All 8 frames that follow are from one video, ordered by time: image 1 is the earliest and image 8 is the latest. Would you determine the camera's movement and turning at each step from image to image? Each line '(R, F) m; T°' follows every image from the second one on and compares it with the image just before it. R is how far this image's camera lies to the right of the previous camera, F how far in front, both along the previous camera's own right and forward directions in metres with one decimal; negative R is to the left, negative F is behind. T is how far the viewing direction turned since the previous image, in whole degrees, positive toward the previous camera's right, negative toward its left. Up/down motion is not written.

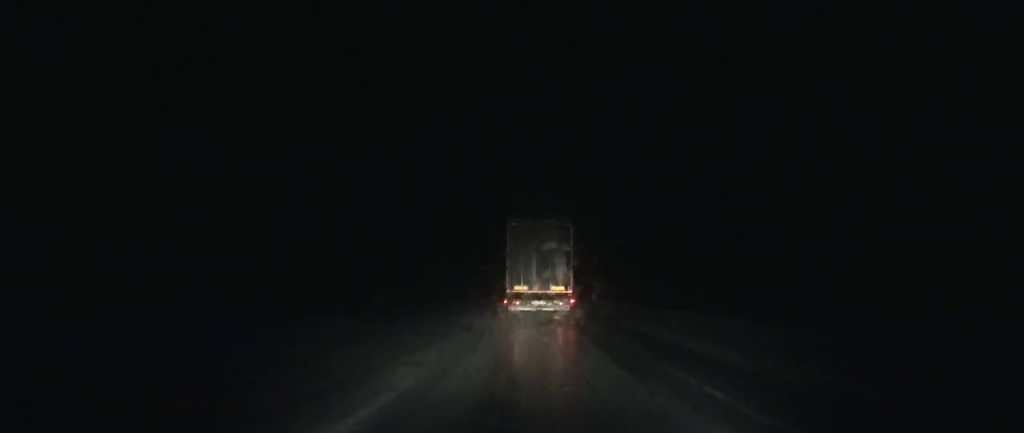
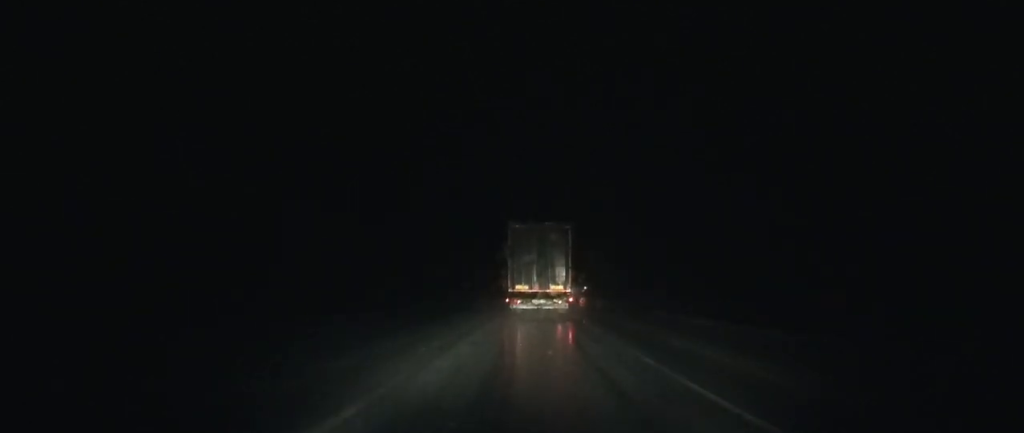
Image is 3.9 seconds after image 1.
(+1.9, +71.8) m; +2°
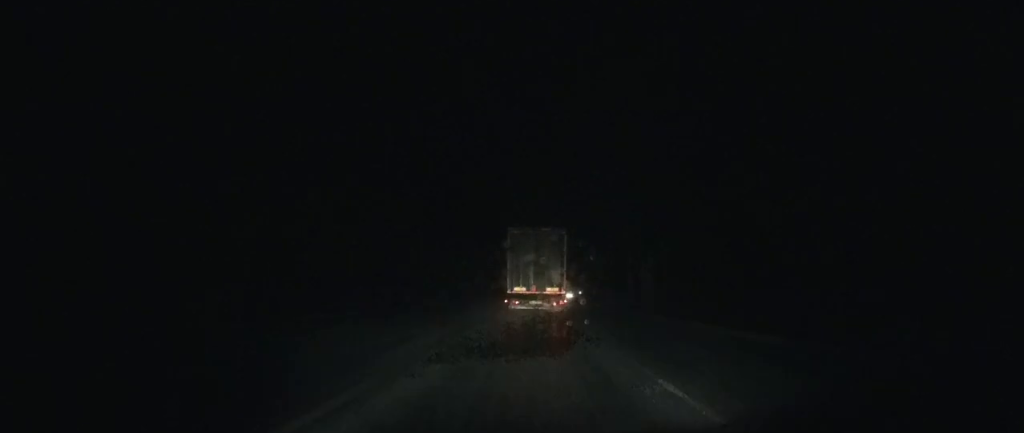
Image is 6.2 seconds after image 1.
(+0.2, +42.0) m; +1°
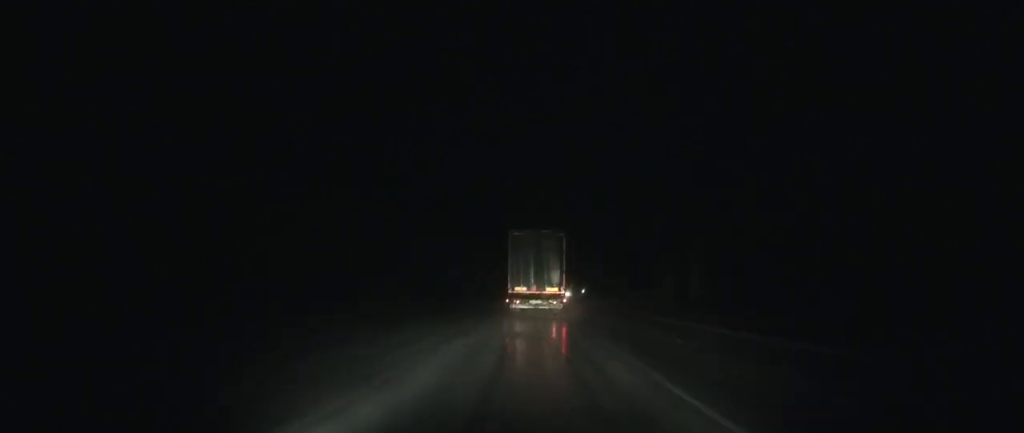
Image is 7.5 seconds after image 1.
(+0.3, +23.0) m; +1°
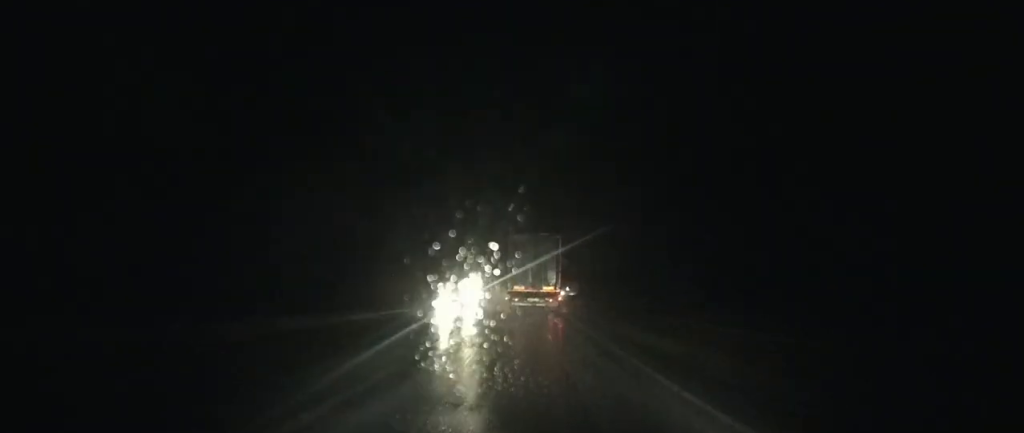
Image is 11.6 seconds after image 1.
(+1.0, +71.2) m; +2°
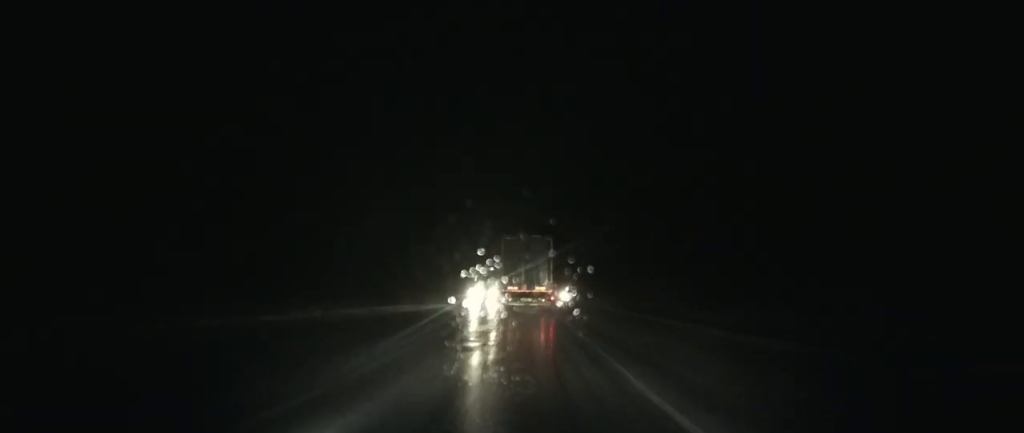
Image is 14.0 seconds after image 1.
(+0.7, +41.0) m; +2°
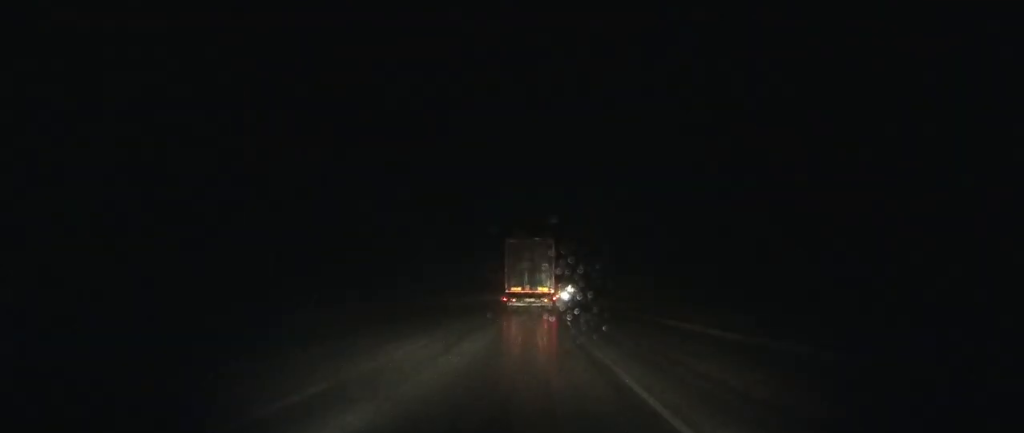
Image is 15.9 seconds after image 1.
(+0.4, +33.2) m; +1°
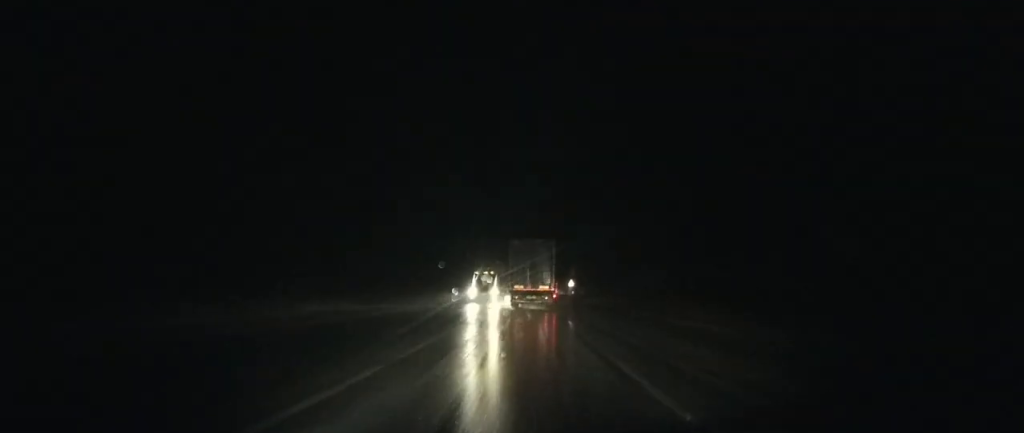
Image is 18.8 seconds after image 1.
(+0.6, +52.7) m; +1°
